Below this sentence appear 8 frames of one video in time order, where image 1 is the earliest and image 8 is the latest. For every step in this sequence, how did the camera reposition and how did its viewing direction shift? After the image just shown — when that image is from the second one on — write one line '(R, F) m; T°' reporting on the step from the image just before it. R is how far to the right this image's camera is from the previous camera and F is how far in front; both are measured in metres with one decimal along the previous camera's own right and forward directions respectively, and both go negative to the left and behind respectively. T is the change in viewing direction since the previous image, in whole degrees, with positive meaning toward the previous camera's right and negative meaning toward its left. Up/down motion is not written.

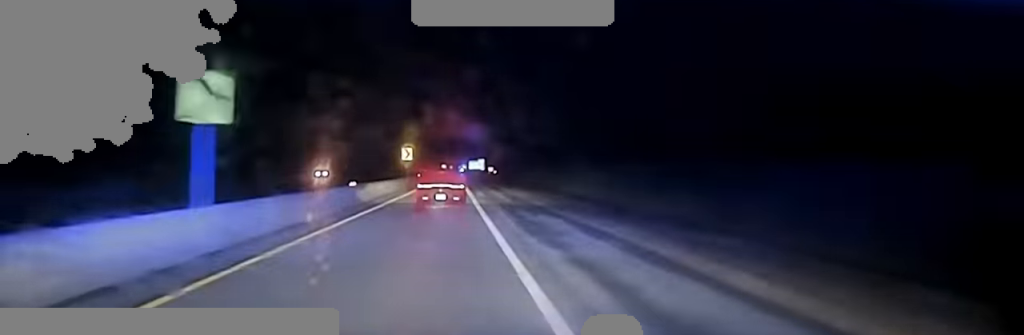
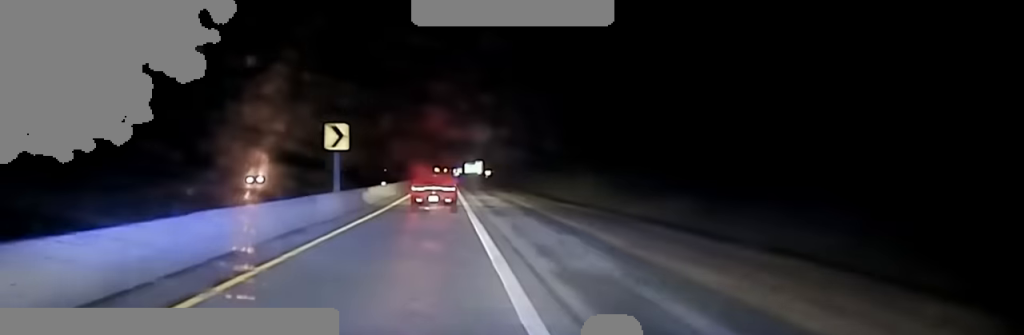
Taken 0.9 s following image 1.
(+0.1, +46.1) m; 0°
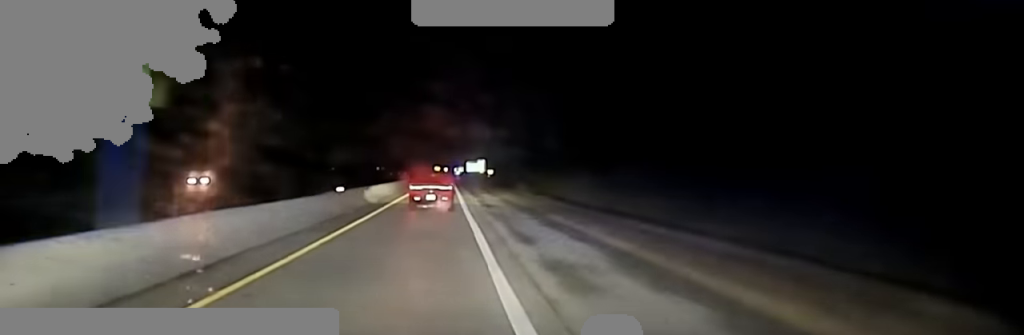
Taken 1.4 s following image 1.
(-0.1, +29.1) m; 0°
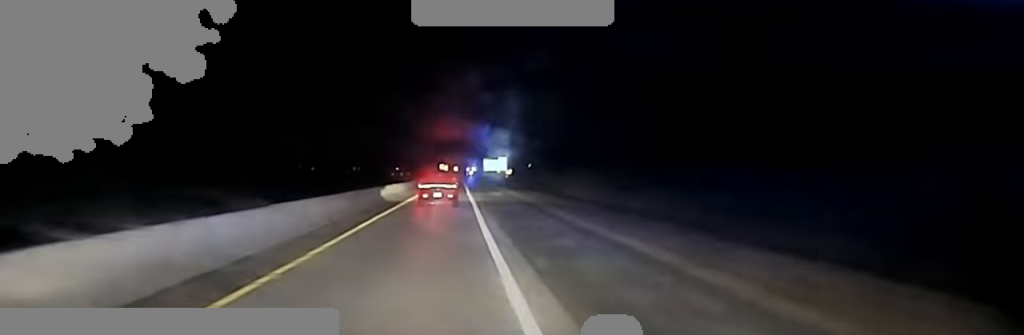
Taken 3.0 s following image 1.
(+0.2, +88.7) m; 0°
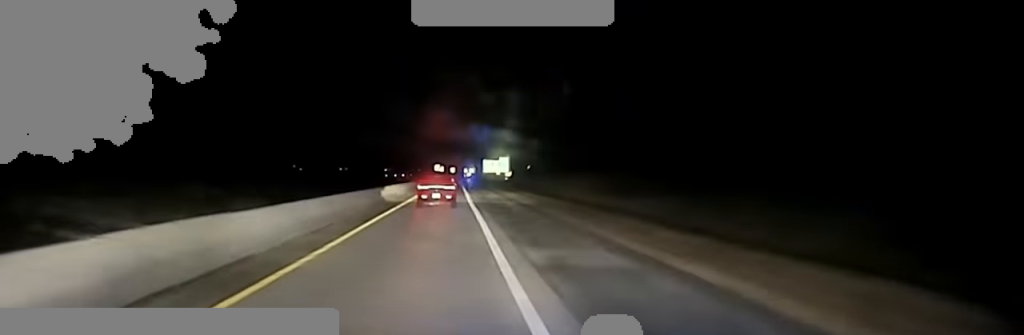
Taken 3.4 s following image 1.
(-0.2, +21.8) m; 0°
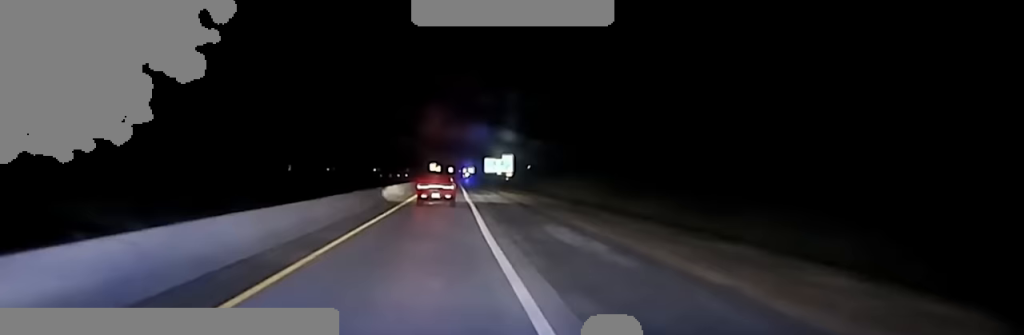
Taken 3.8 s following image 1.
(-0.2, +24.0) m; 0°
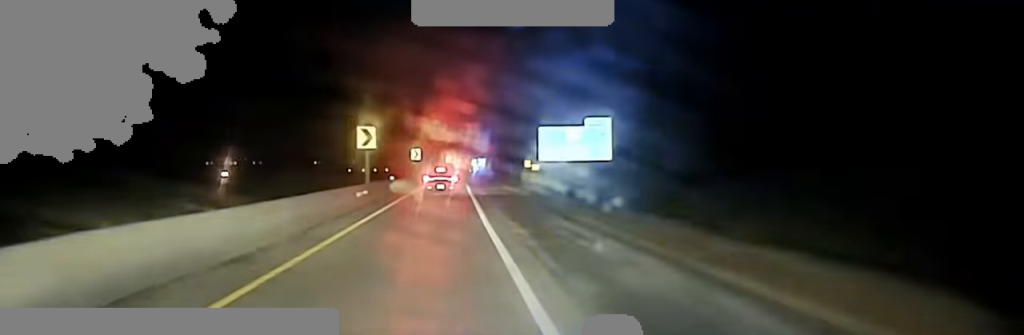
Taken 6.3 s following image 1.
(+0.8, +121.7) m; 0°
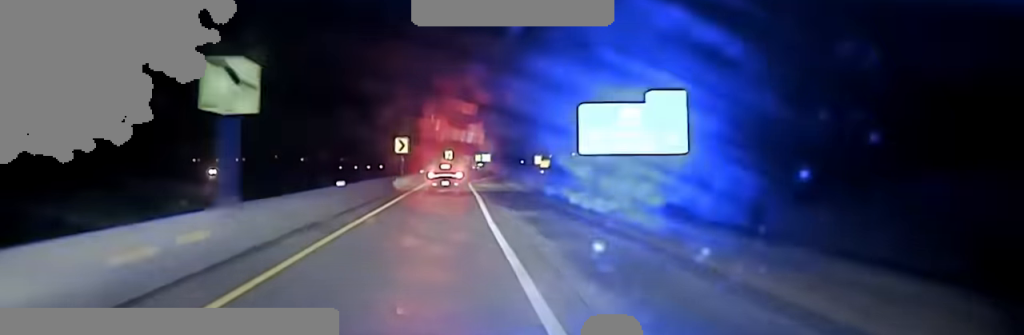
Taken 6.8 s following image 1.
(-0.1, +22.3) m; 0°
